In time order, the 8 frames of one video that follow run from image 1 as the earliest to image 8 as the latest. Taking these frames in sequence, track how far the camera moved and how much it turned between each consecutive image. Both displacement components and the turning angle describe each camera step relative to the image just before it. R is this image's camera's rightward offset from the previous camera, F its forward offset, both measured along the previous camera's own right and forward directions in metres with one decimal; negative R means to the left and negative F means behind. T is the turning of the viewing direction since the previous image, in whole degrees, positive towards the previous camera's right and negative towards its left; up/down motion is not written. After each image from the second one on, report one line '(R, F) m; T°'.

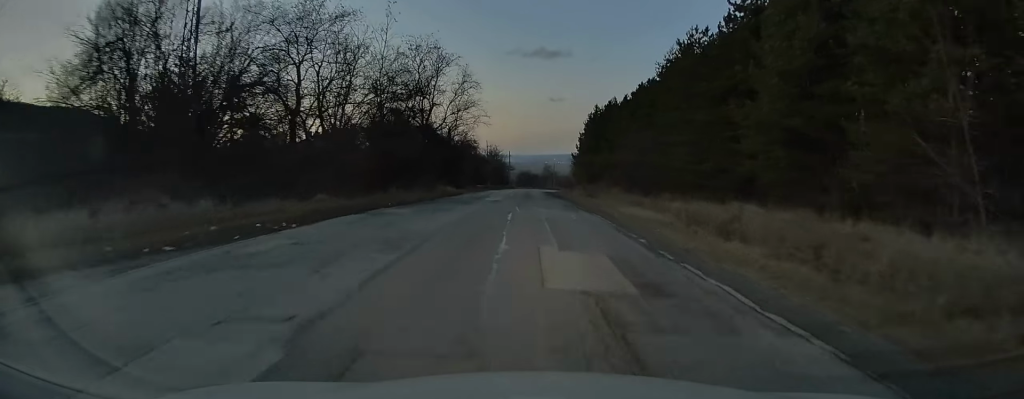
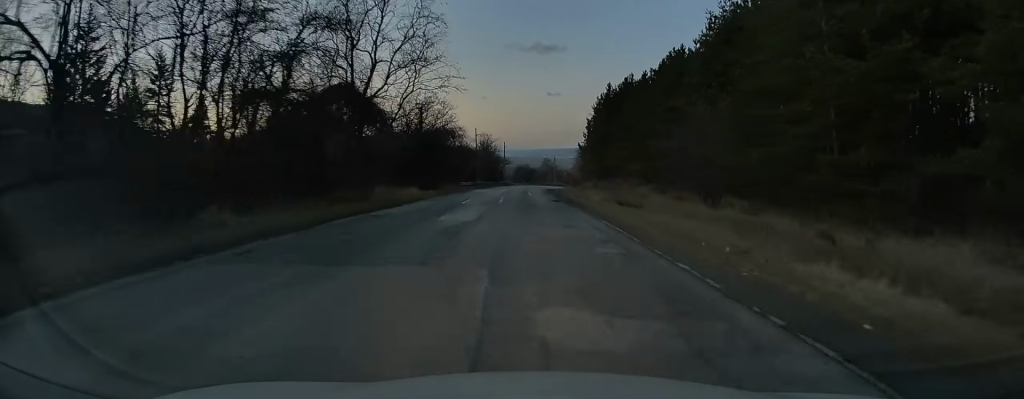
(+0.1, +18.9) m; +1°
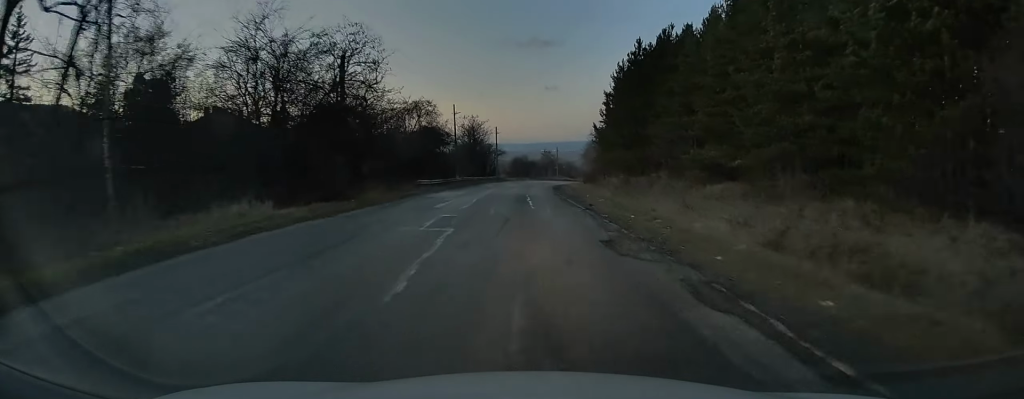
(+0.1, +24.0) m; 0°
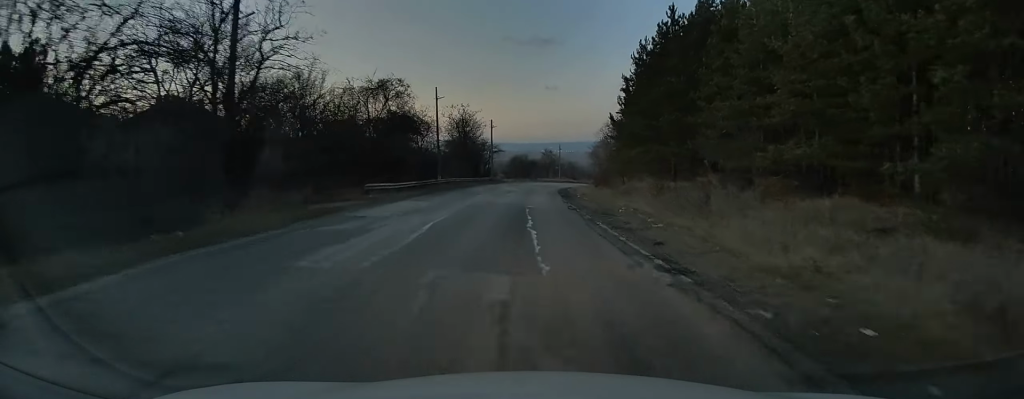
(0.0, +13.2) m; 0°
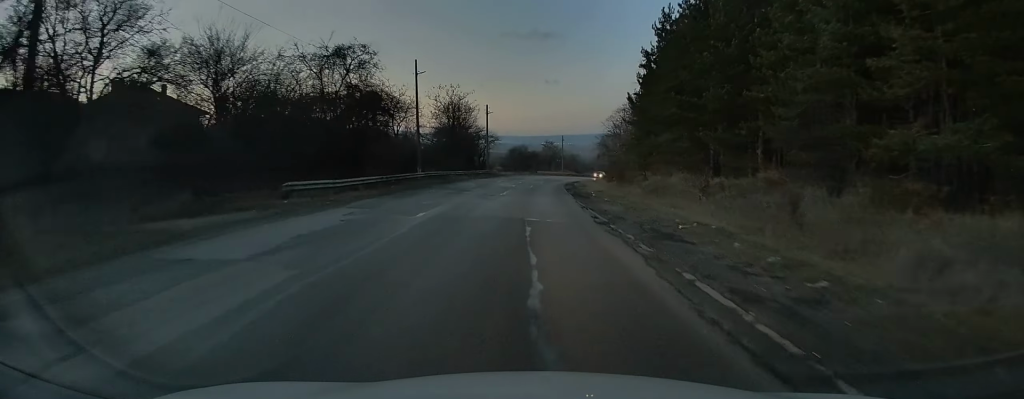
(-0.1, +9.8) m; +1°
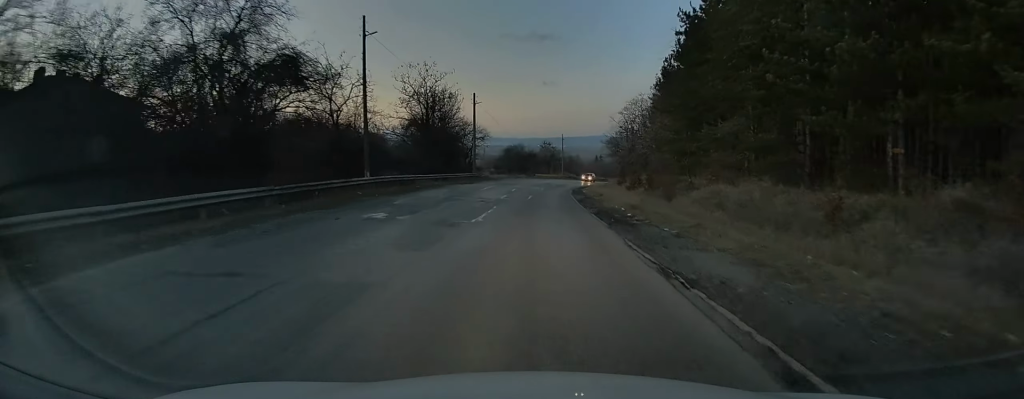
(+0.1, +13.2) m; +1°
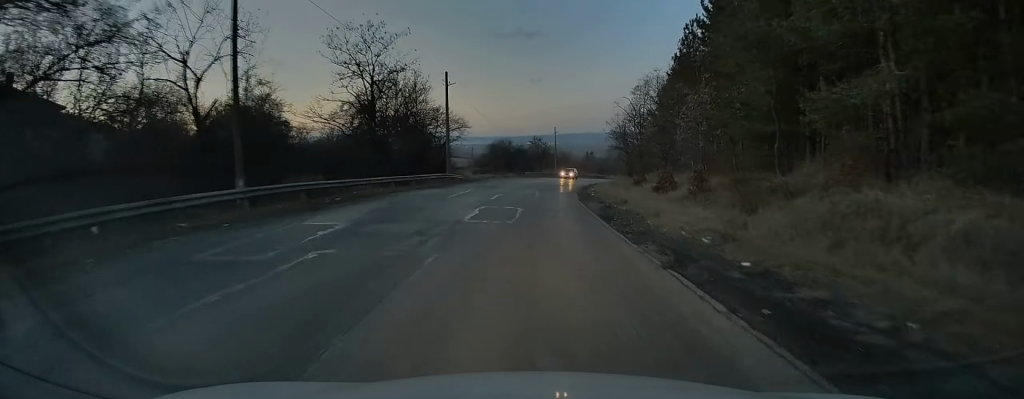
(+0.2, +12.5) m; +1°
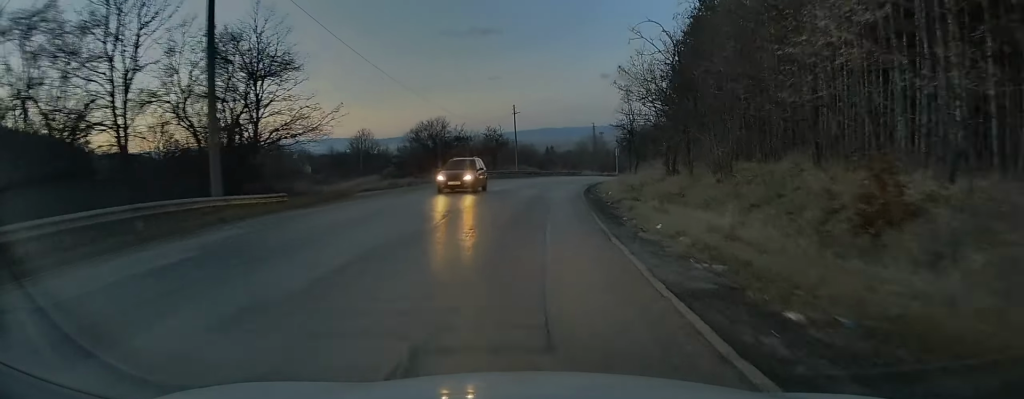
(+0.8, +31.2) m; +4°
